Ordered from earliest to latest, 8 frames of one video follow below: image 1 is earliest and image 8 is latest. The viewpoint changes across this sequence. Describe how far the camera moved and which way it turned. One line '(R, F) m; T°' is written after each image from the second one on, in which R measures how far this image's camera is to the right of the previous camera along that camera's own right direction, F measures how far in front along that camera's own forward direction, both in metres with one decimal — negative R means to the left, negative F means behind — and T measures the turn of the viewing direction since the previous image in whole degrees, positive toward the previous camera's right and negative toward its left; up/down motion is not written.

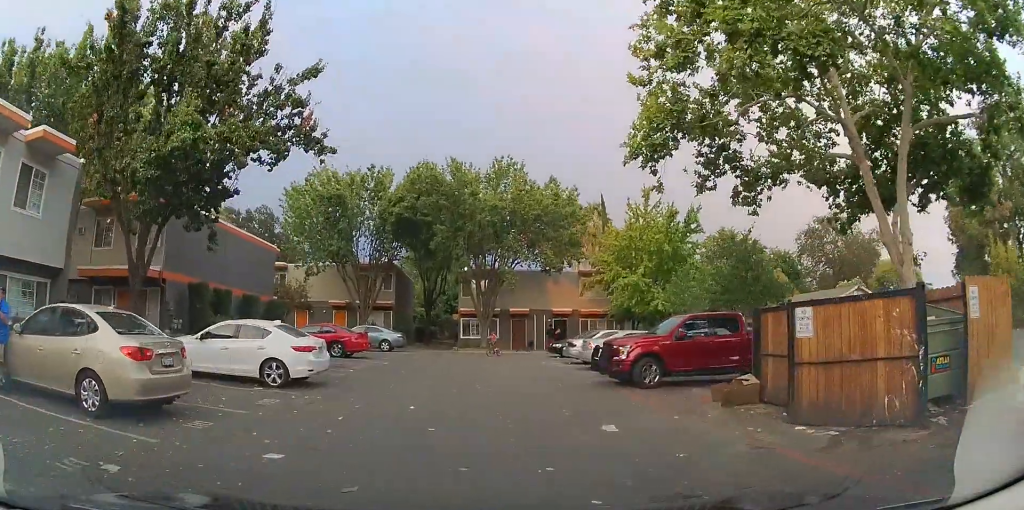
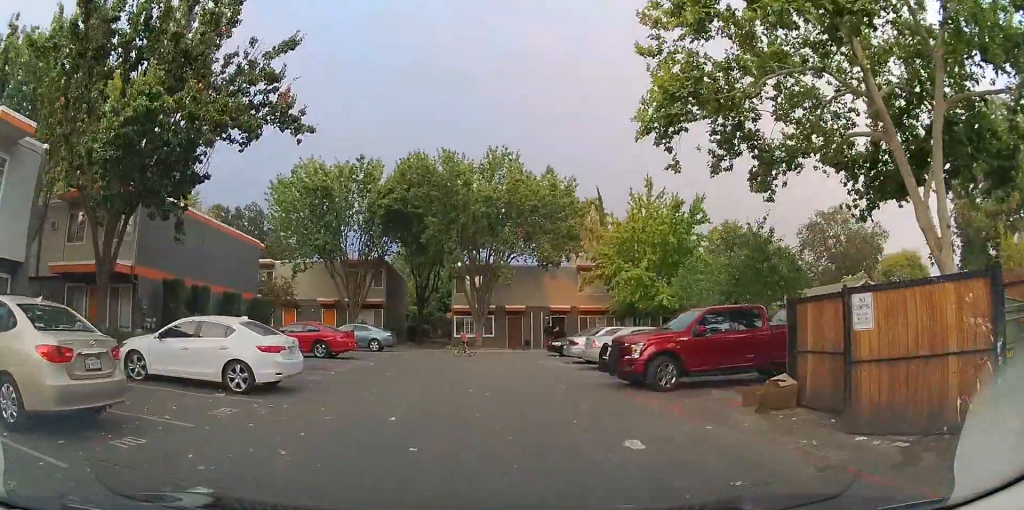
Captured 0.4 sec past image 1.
(0.0, +1.7) m; 0°
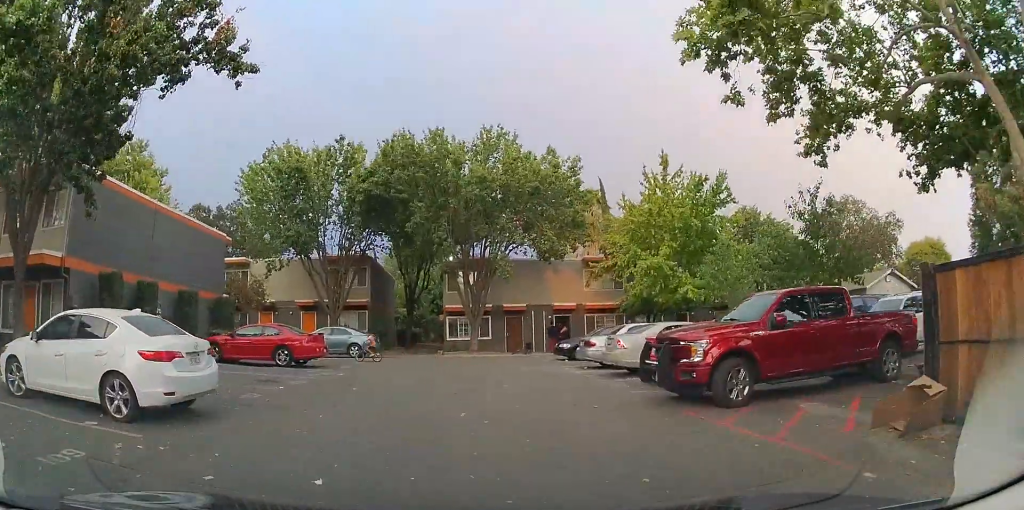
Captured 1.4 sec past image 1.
(0.0, +3.8) m; 0°
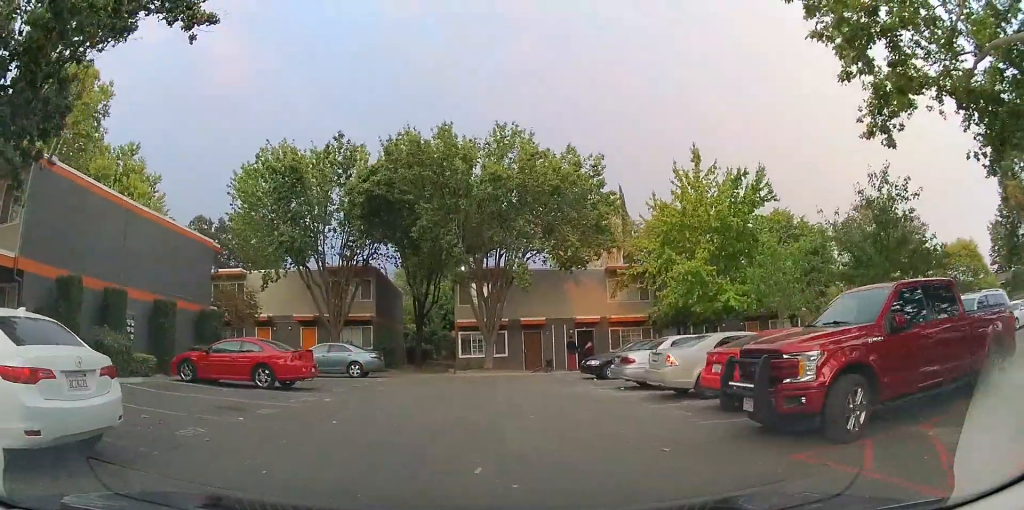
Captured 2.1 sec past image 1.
(0.0, +2.6) m; 0°
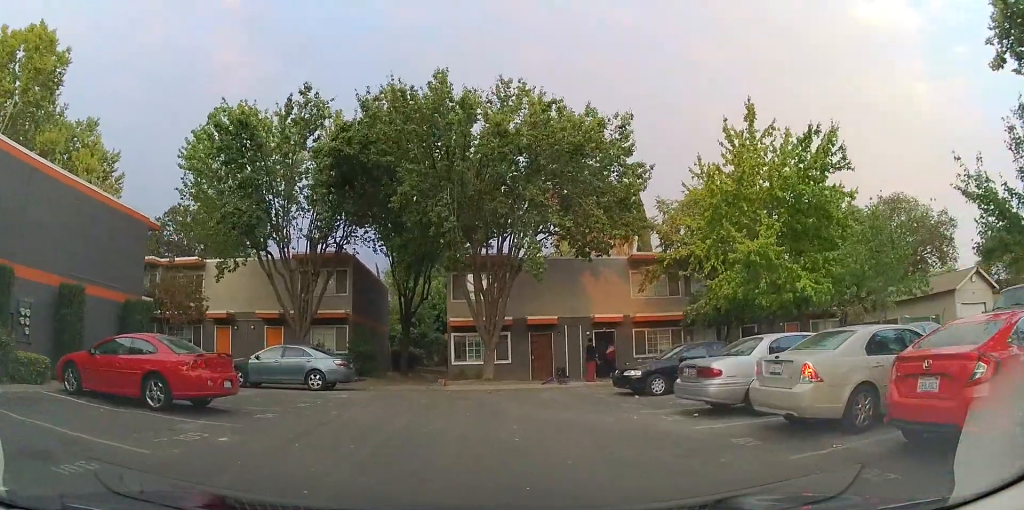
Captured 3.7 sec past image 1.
(0.0, +5.1) m; 0°
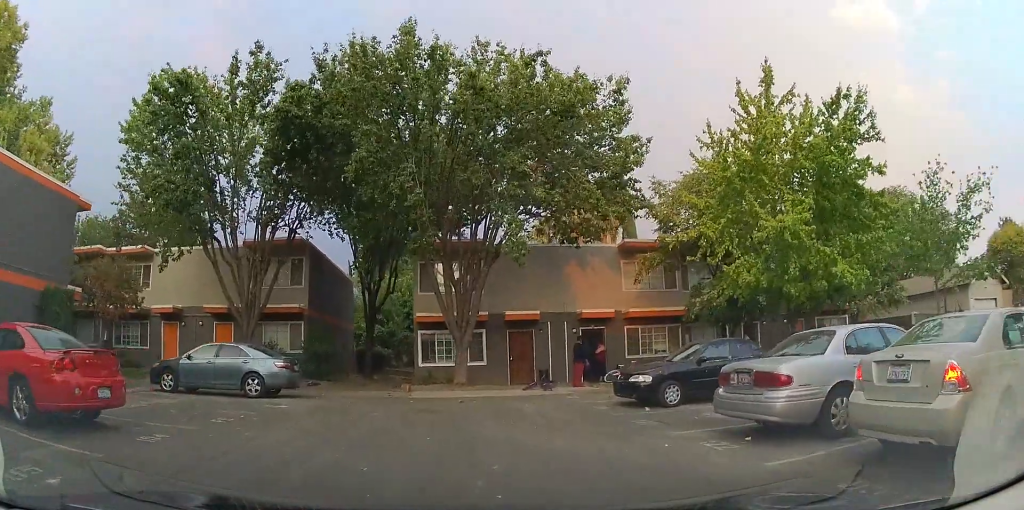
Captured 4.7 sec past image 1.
(0.0, +3.0) m; 0°
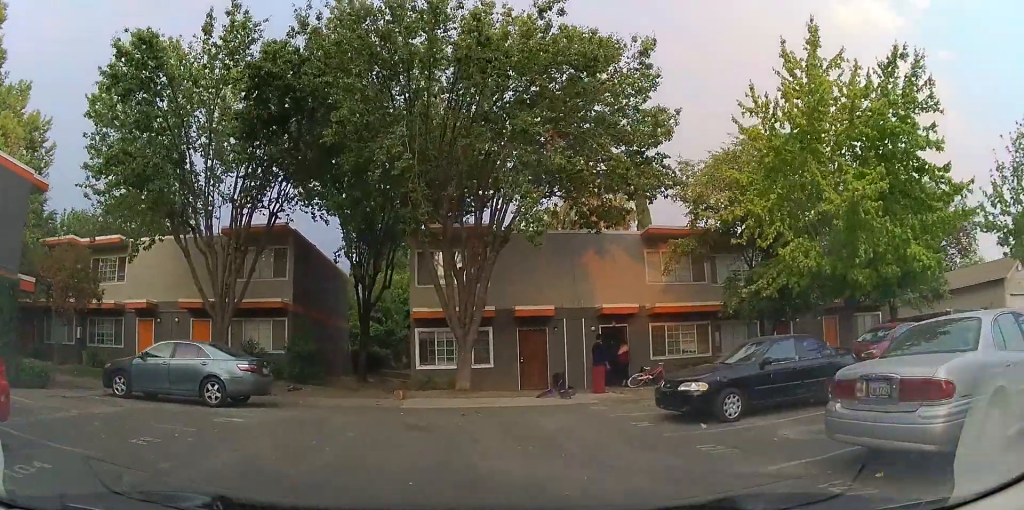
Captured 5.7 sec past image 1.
(0.0, +2.5) m; -5°
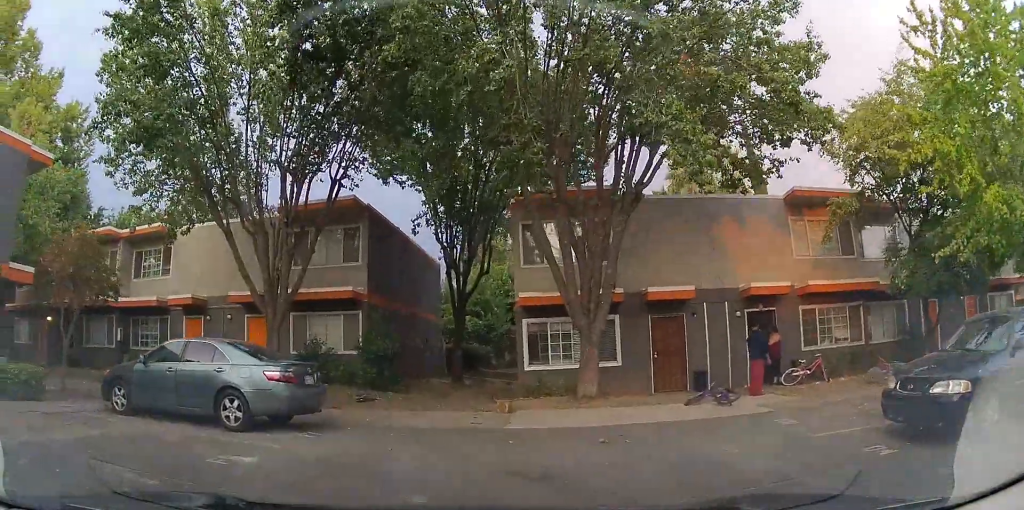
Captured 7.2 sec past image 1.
(-0.6, +3.7) m; -21°
